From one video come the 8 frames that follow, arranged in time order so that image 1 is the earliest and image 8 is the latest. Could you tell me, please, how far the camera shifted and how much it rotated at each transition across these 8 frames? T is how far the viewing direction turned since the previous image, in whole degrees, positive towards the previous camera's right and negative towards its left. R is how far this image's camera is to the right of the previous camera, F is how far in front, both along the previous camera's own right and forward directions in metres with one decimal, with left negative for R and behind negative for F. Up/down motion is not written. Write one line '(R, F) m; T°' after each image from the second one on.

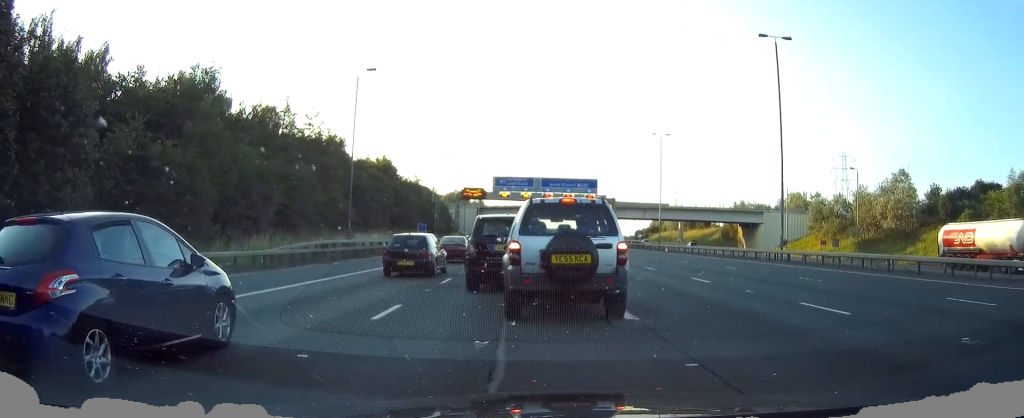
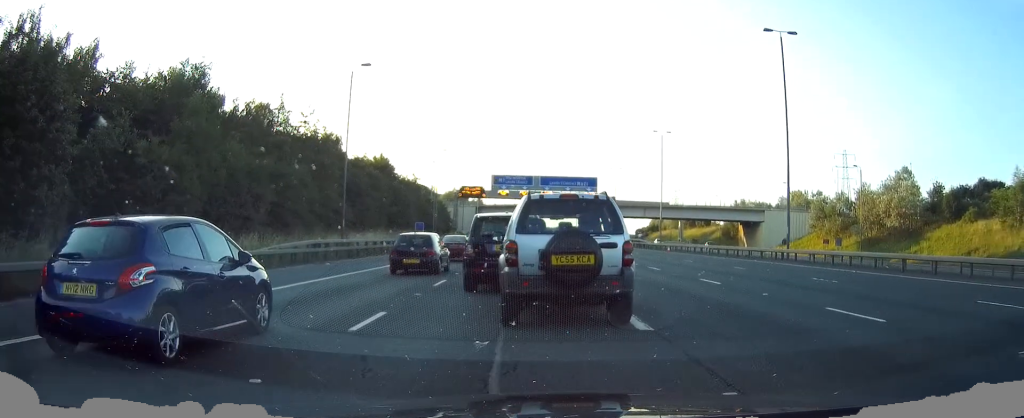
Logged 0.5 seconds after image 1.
(0.0, +2.4) m; +1°
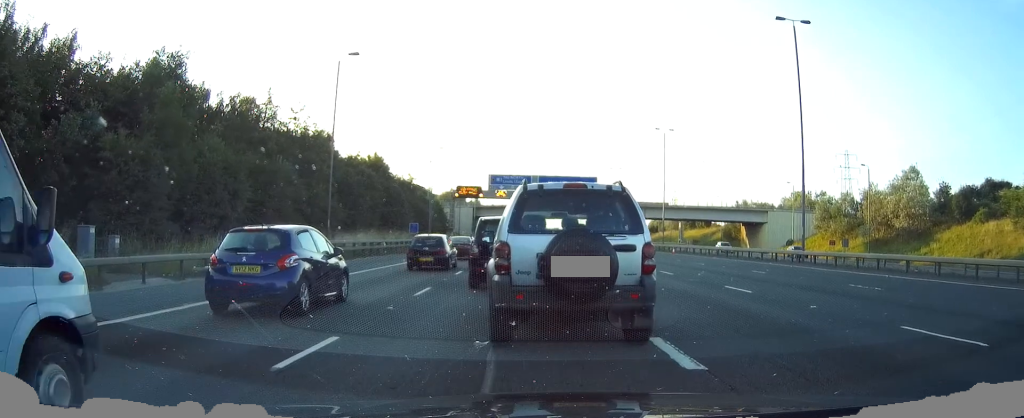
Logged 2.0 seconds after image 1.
(0.0, +5.4) m; 0°
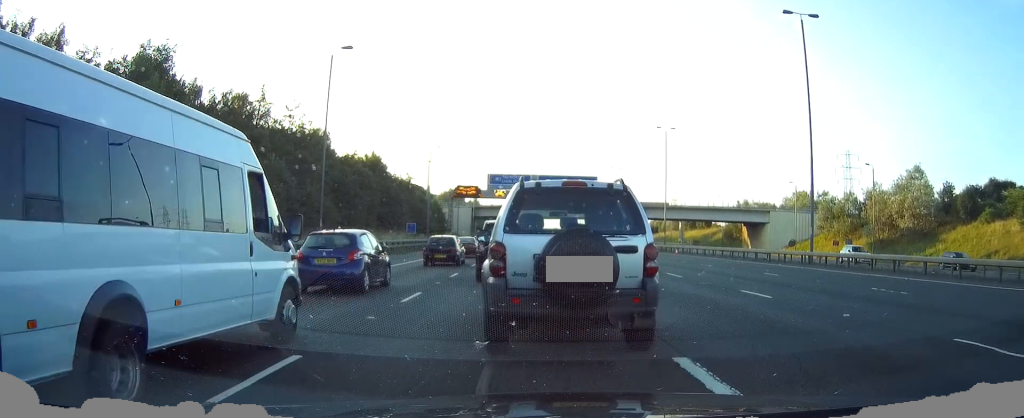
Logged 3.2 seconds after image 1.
(0.0, +3.6) m; 0°
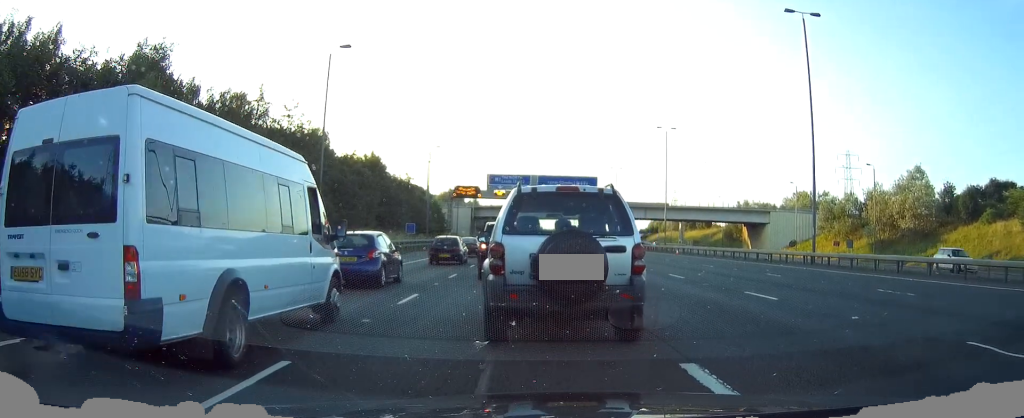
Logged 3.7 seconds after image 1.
(0.0, +1.1) m; 0°
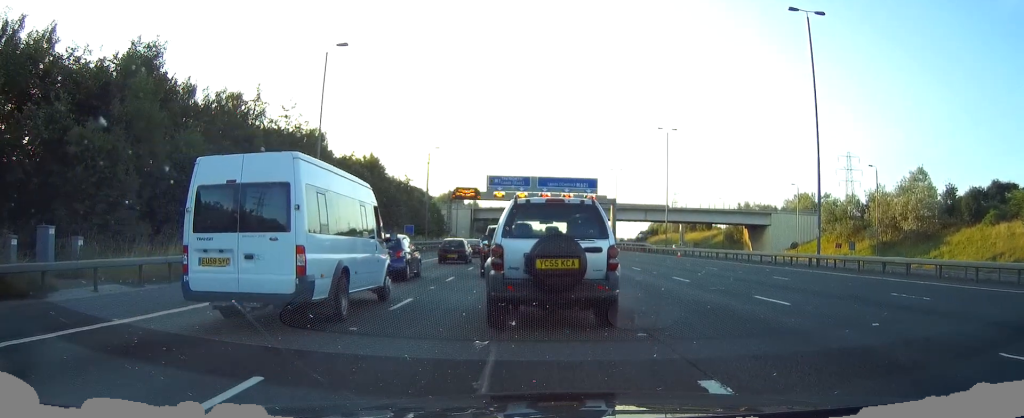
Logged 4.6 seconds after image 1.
(0.0, +2.0) m; 0°
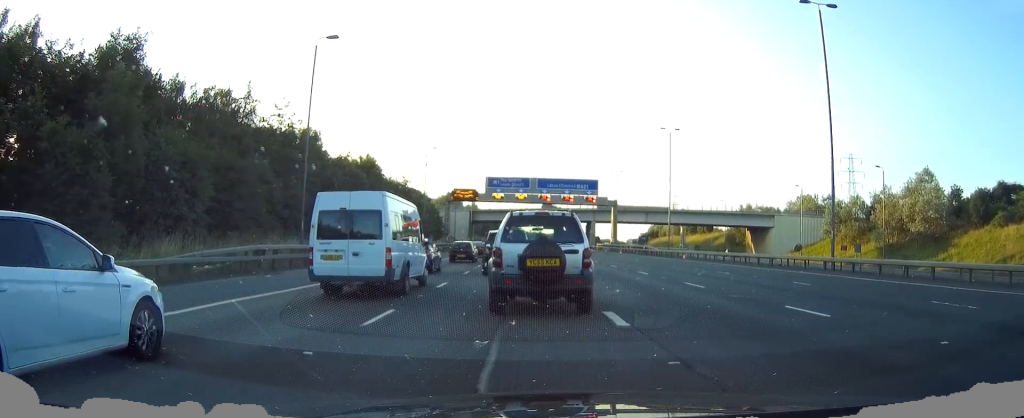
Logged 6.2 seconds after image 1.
(0.0, +2.6) m; 0°
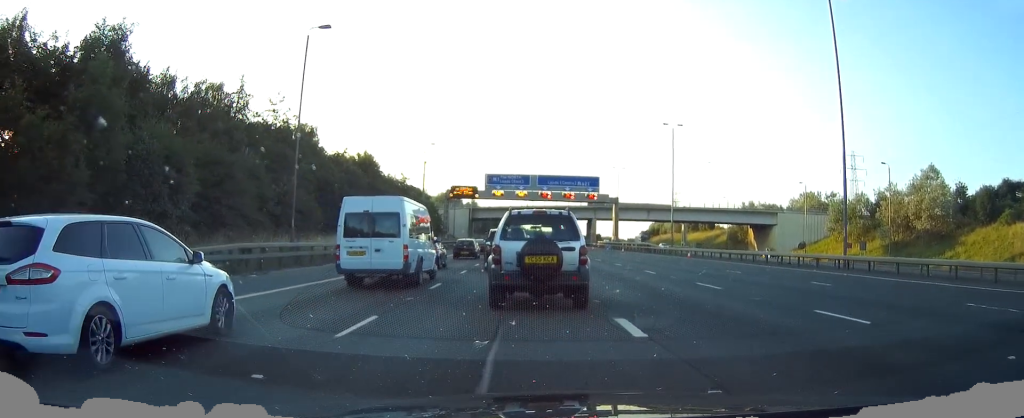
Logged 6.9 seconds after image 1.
(0.0, +0.9) m; 0°
